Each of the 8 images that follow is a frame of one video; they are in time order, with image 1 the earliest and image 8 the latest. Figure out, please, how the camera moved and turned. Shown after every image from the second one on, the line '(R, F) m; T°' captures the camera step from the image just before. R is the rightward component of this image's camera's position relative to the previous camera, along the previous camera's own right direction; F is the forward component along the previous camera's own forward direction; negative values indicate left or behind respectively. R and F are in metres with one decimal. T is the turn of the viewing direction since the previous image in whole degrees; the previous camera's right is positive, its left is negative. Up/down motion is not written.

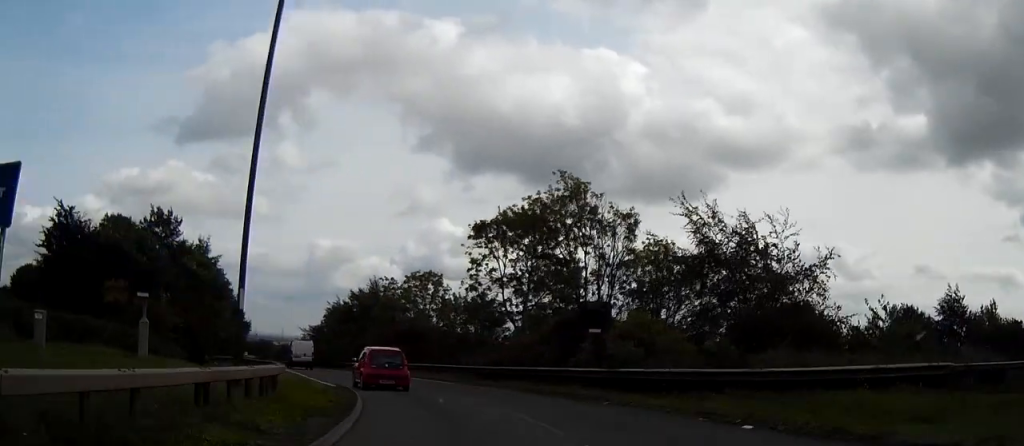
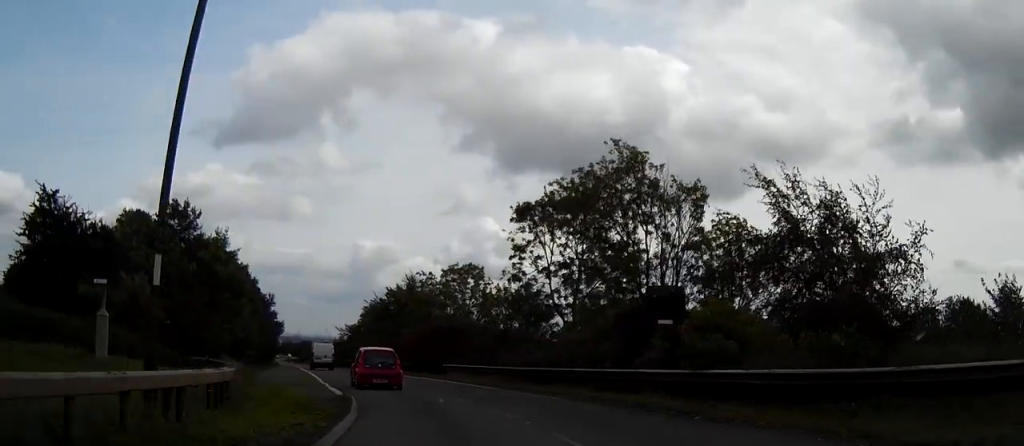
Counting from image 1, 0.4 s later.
(-0.2, +5.2) m; -4°
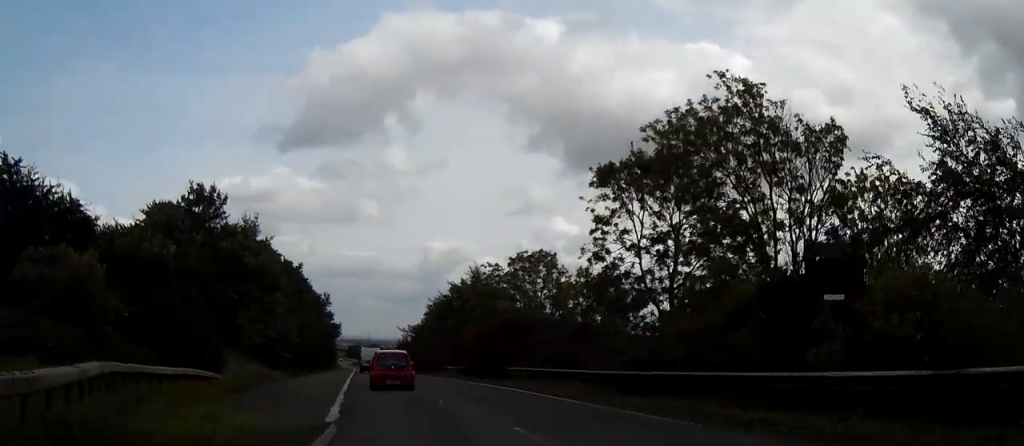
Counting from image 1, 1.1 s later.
(-0.3, +7.8) m; -5°
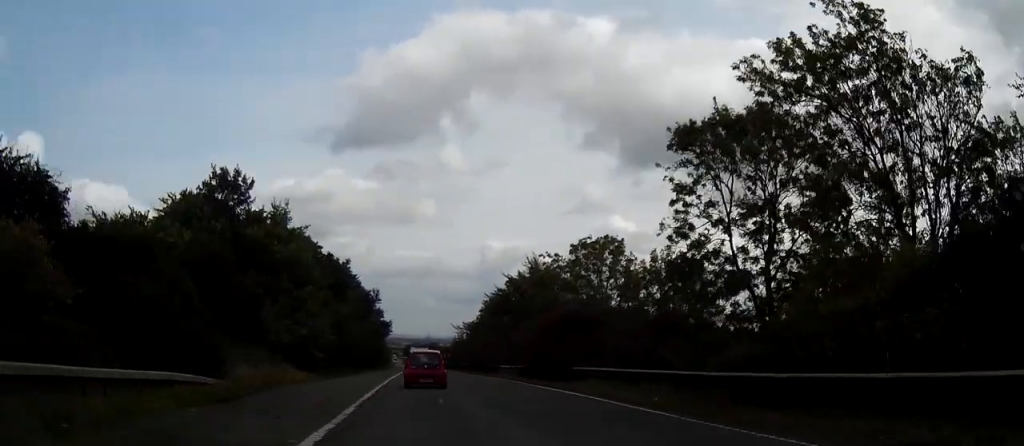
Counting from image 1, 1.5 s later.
(-0.3, +5.5) m; -3°
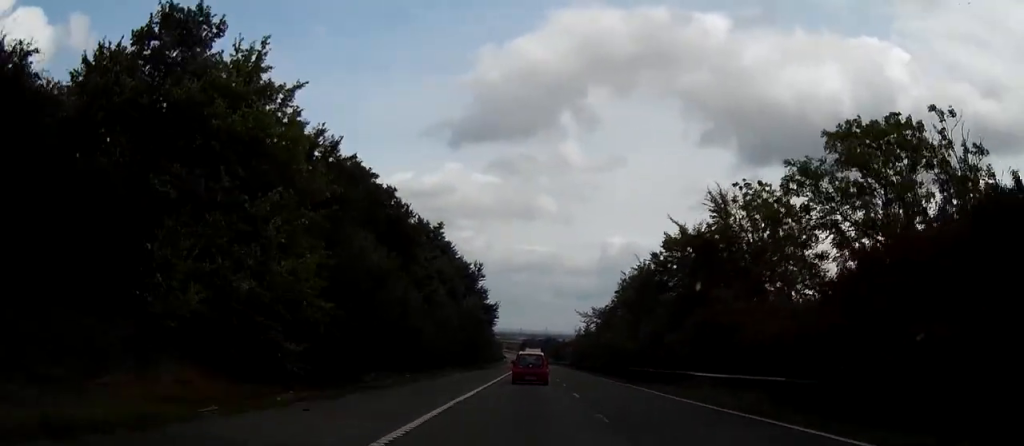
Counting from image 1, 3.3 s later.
(-2.8, +24.6) m; -11°
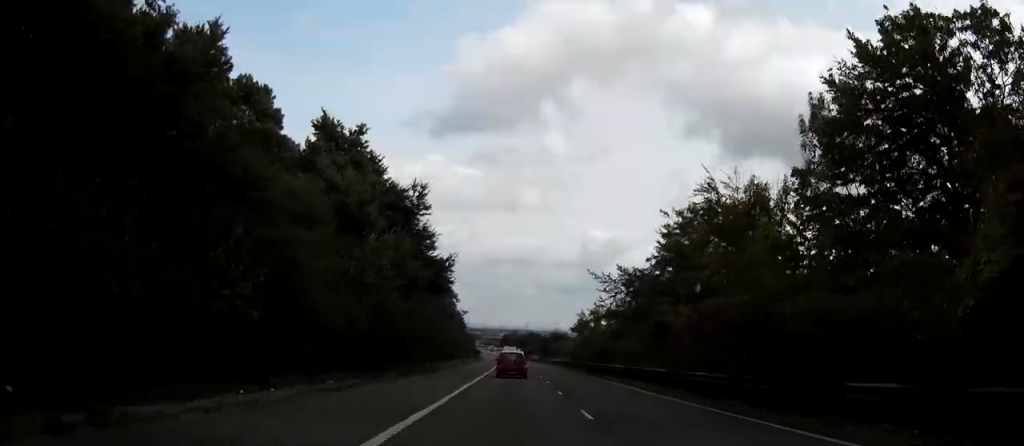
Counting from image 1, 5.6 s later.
(-0.9, +34.8) m; -1°
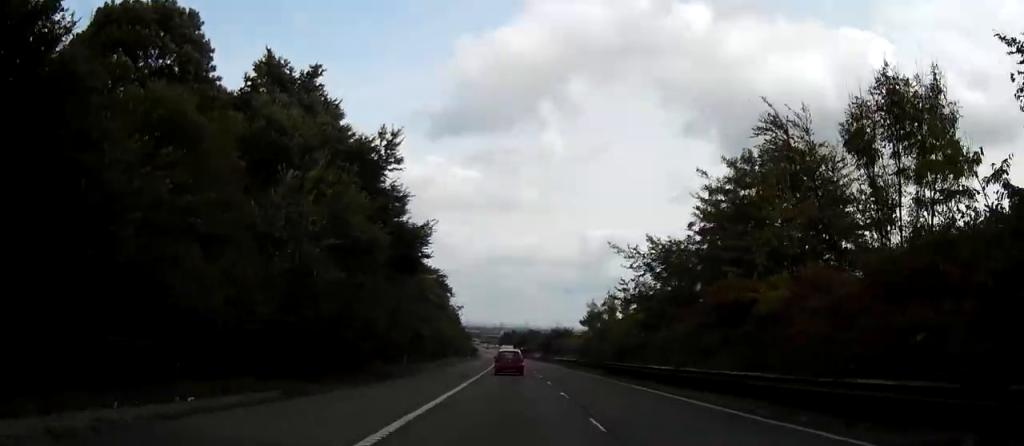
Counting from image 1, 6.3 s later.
(+0.1, +11.5) m; 0°
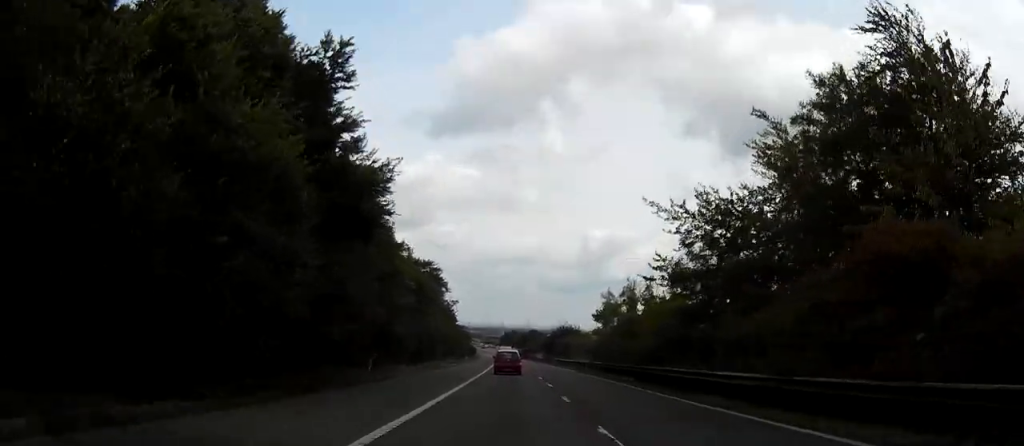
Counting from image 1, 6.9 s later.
(-0.1, +10.7) m; 0°
